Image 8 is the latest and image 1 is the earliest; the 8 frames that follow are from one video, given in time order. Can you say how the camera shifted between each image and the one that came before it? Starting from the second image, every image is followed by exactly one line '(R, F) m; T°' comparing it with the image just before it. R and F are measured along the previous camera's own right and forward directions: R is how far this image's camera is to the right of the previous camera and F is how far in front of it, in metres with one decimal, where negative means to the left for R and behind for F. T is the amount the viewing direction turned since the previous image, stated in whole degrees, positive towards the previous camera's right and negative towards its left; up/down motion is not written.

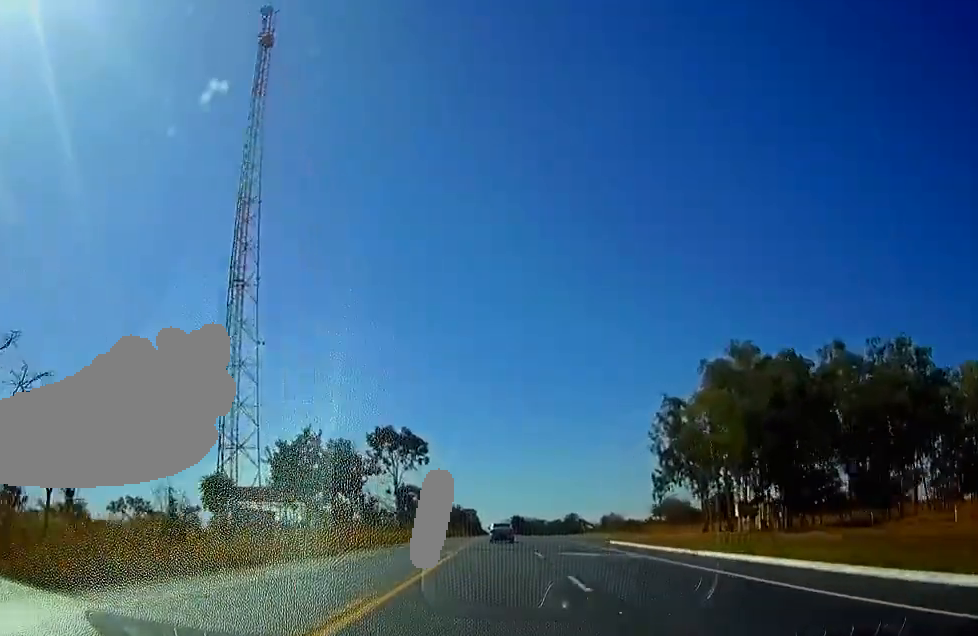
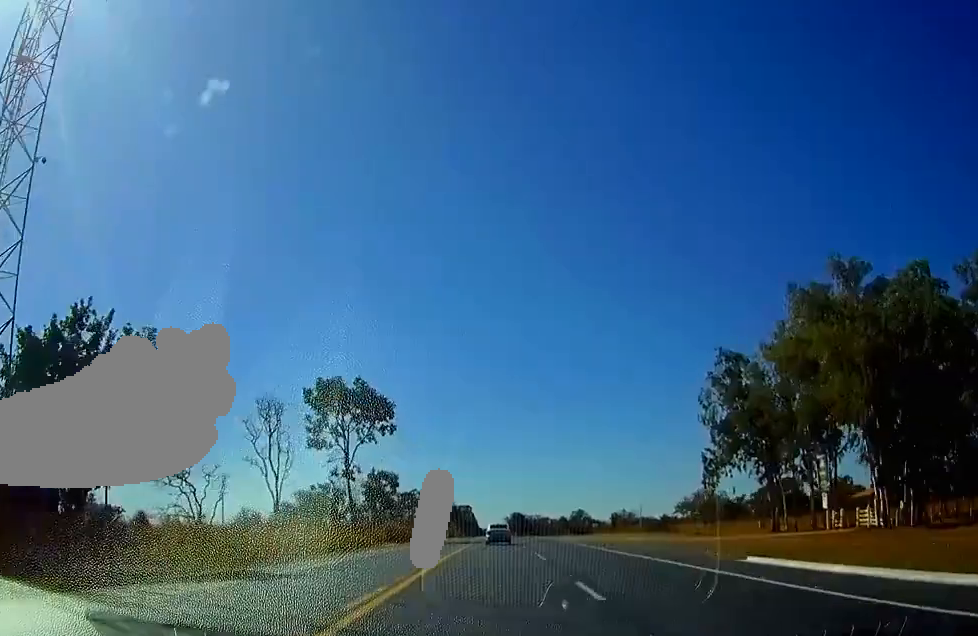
(-0.1, +34.1) m; 0°
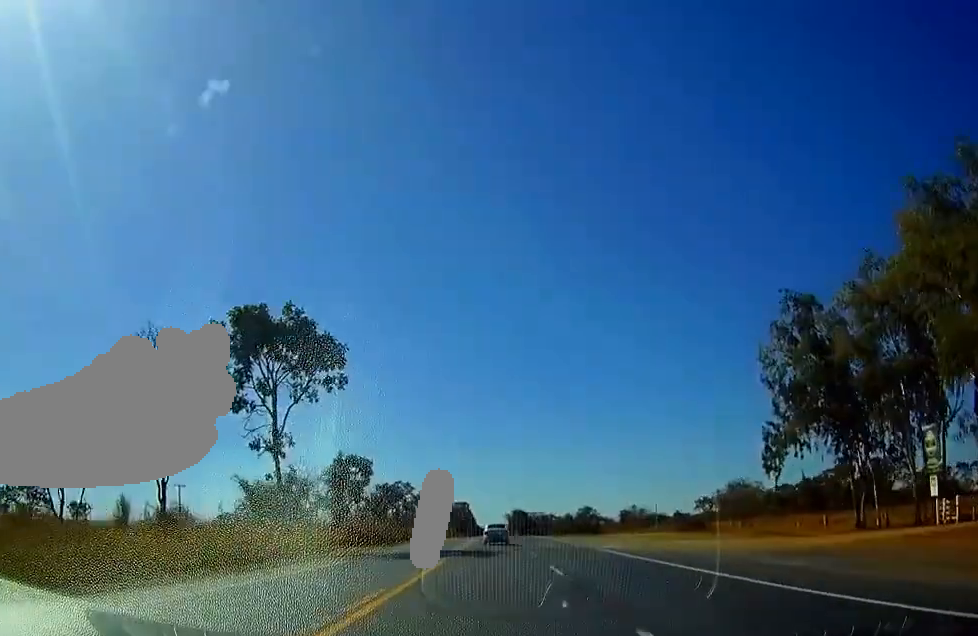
(-0.1, +23.9) m; 0°
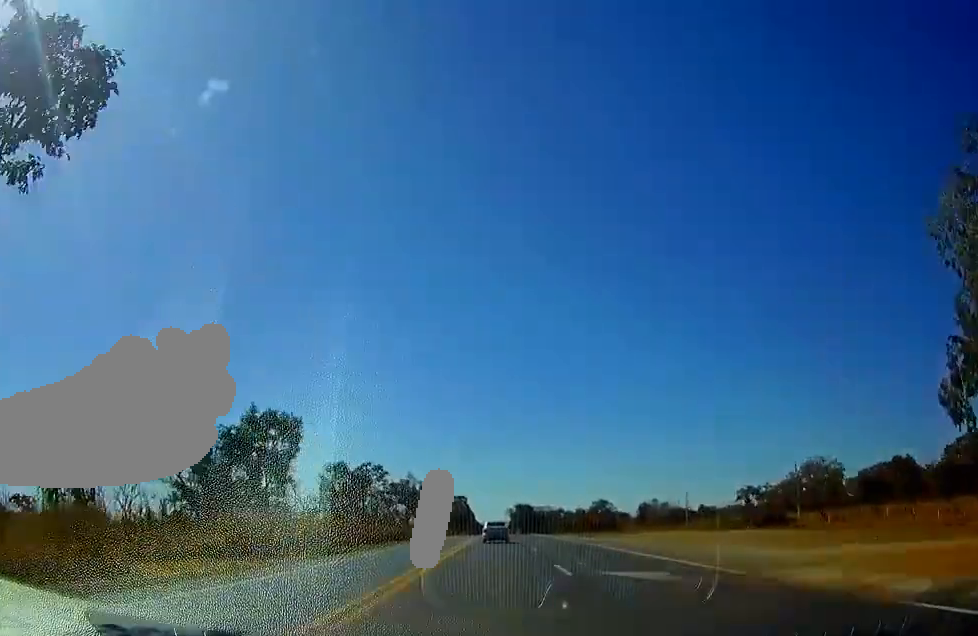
(+0.3, +33.0) m; 0°
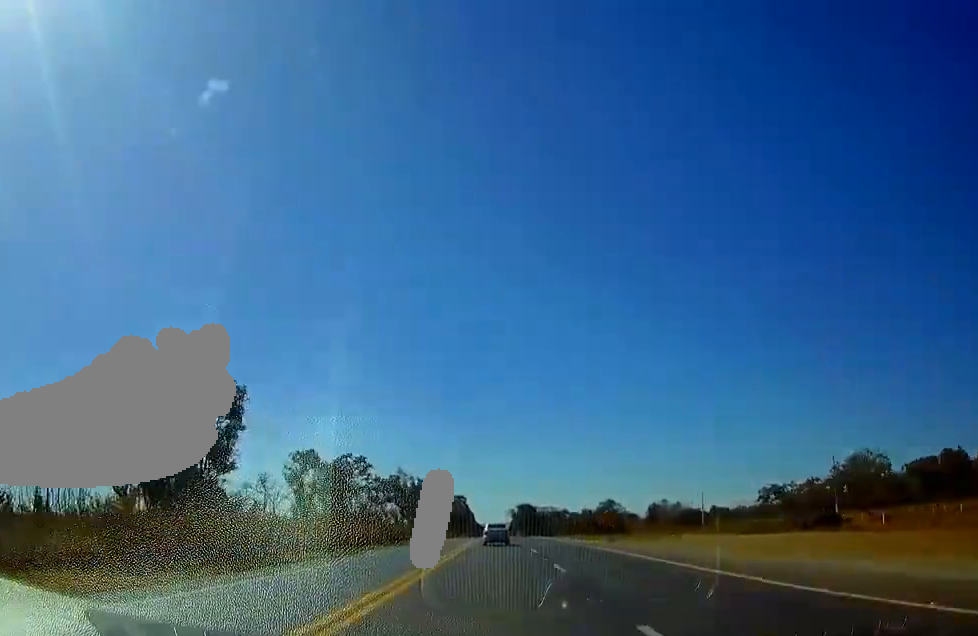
(-0.1, +13.7) m; 0°
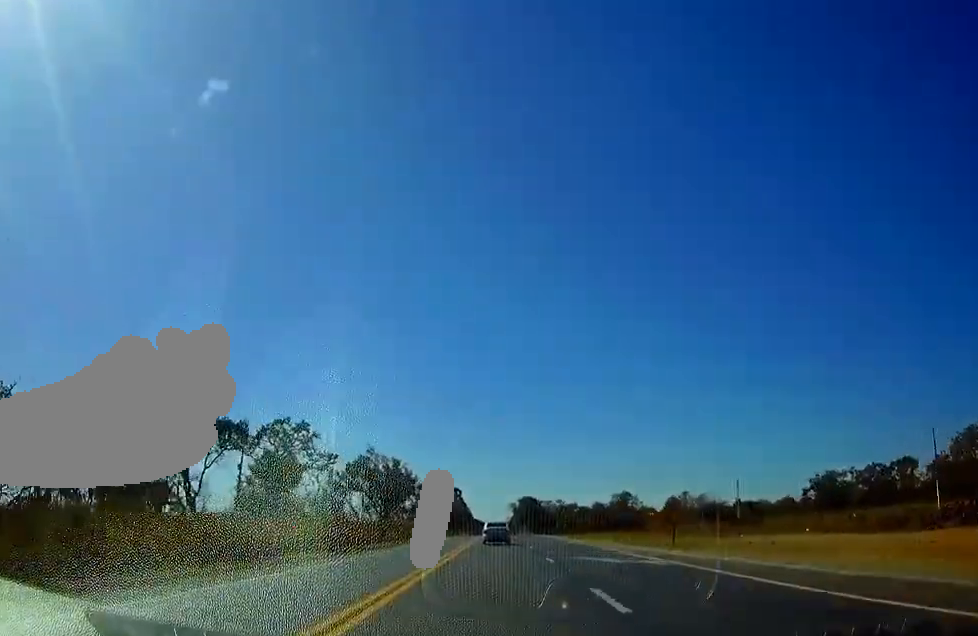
(-0.1, +26.2) m; 0°
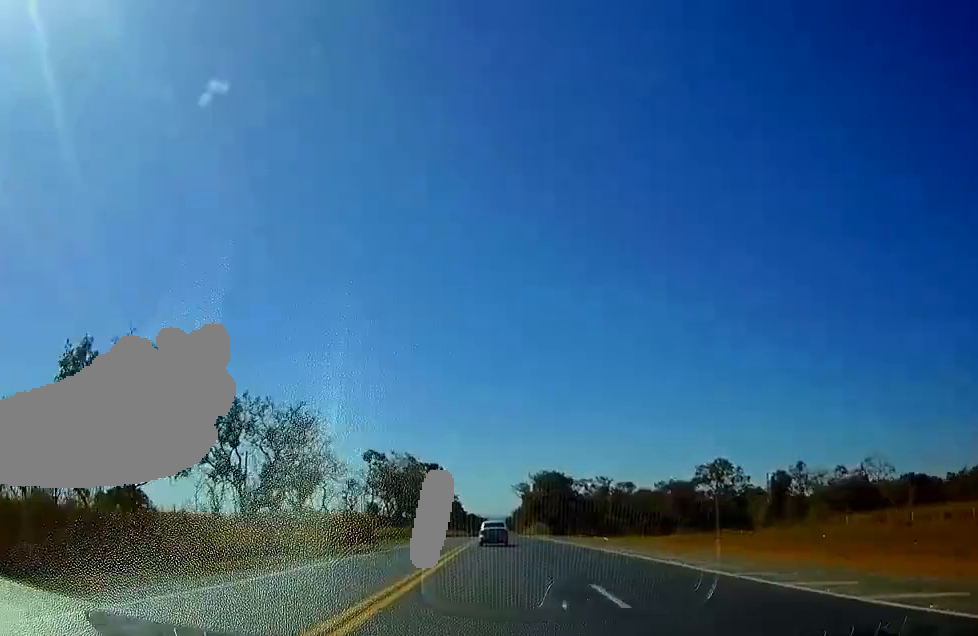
(0.0, +80.6) m; 0°
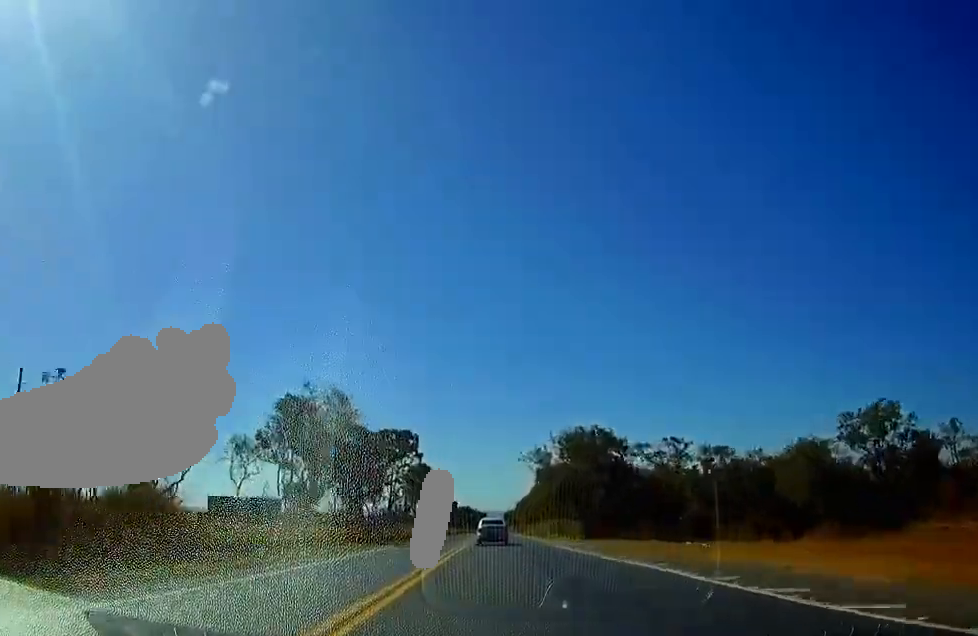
(+0.1, +45.2) m; 0°
